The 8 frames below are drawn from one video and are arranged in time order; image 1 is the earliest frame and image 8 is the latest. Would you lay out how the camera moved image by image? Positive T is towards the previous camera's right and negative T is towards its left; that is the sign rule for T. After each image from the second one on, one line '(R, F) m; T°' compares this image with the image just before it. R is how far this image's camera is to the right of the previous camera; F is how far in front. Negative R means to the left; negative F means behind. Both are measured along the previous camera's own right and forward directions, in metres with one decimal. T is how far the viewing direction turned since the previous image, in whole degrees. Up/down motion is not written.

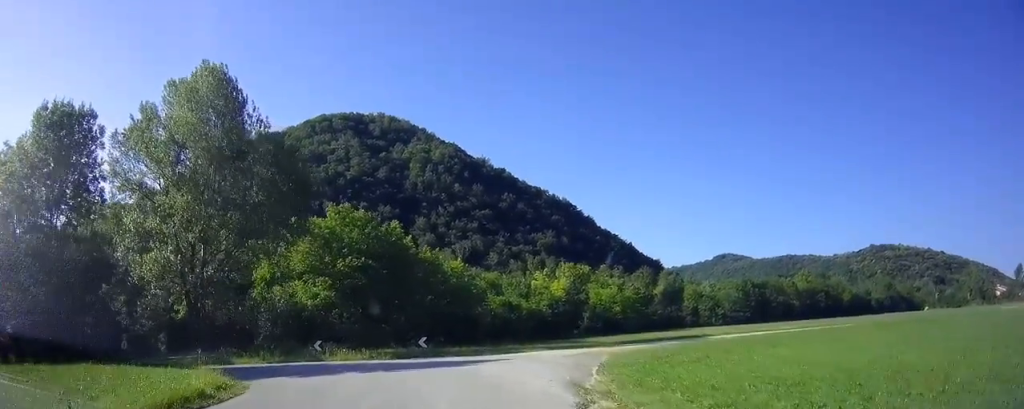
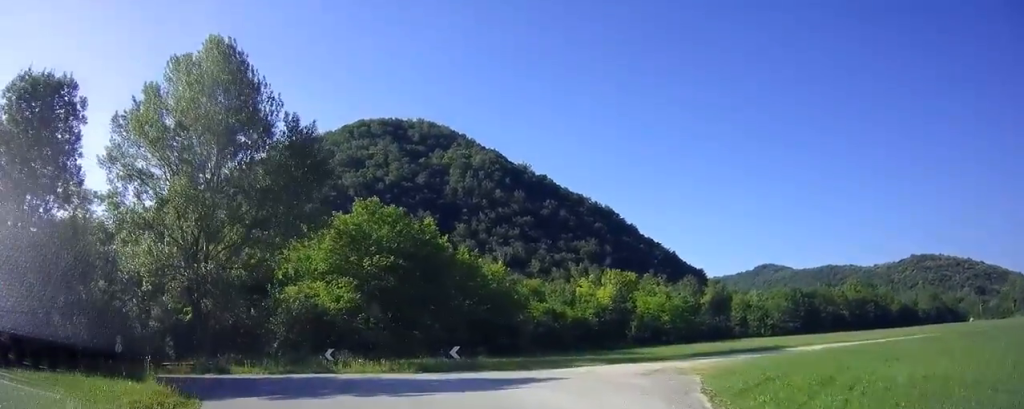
(-0.2, +5.1) m; -11°
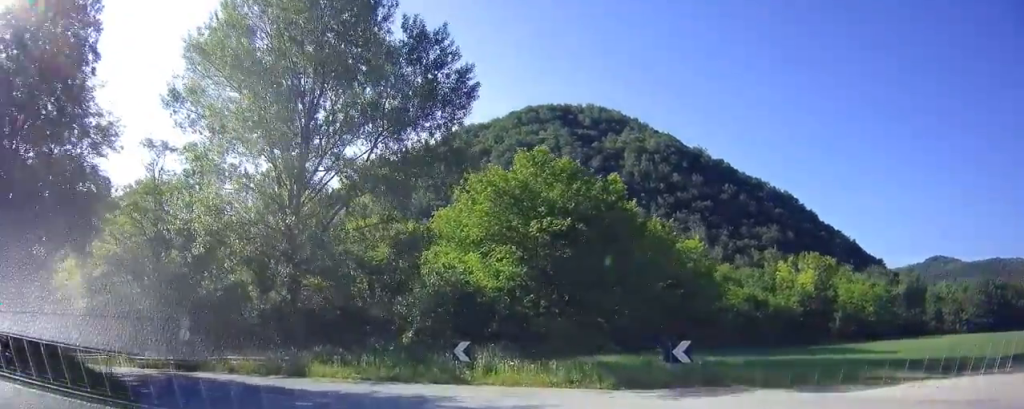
(-3.3, +11.0) m; -33°
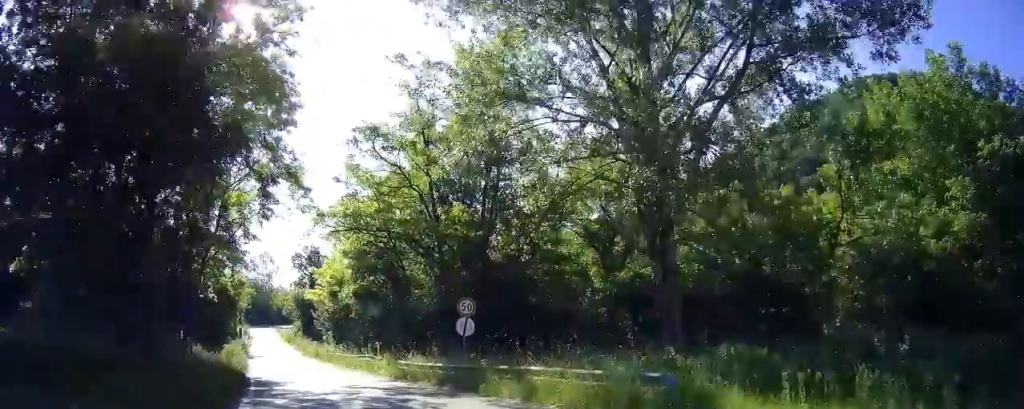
(-3.6, +13.2) m; -24°
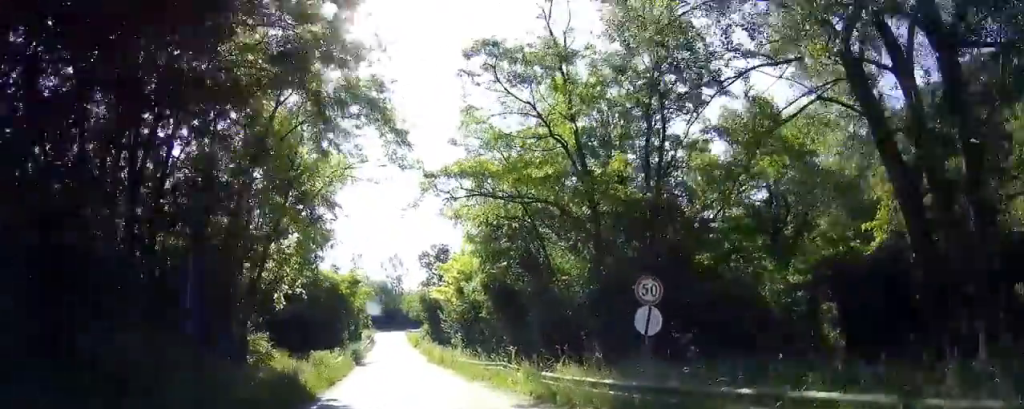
(-0.5, +7.4) m; -1°
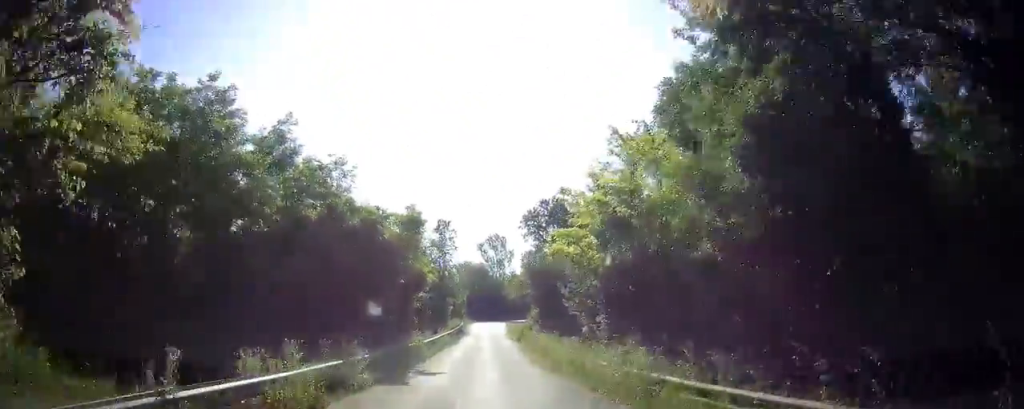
(-0.4, +22.6) m; -2°
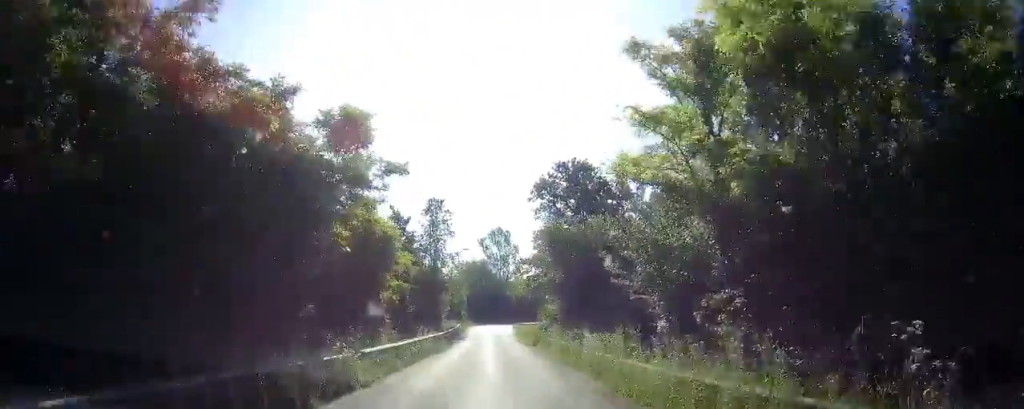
(+0.1, +13.5) m; +1°
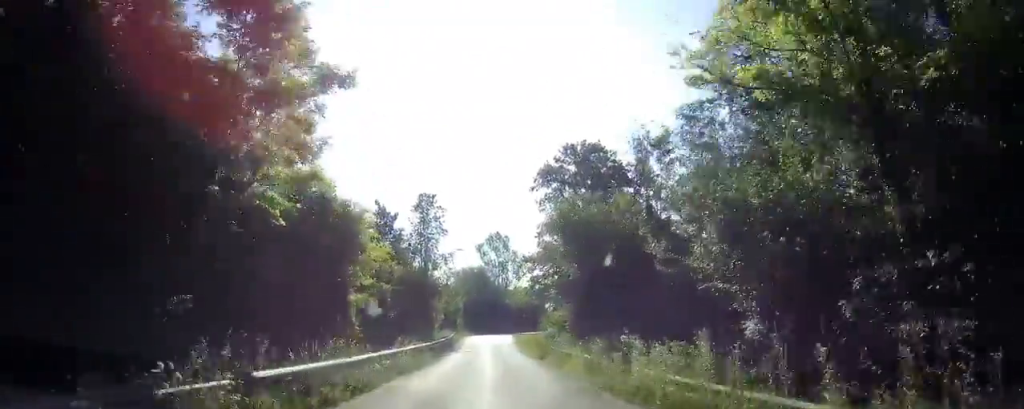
(+0.1, +6.8) m; +1°
